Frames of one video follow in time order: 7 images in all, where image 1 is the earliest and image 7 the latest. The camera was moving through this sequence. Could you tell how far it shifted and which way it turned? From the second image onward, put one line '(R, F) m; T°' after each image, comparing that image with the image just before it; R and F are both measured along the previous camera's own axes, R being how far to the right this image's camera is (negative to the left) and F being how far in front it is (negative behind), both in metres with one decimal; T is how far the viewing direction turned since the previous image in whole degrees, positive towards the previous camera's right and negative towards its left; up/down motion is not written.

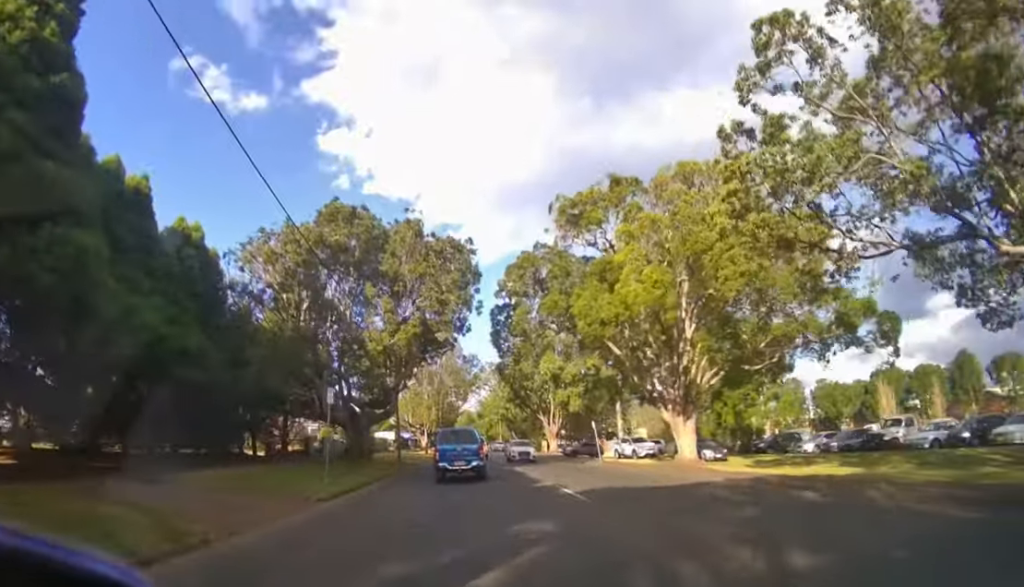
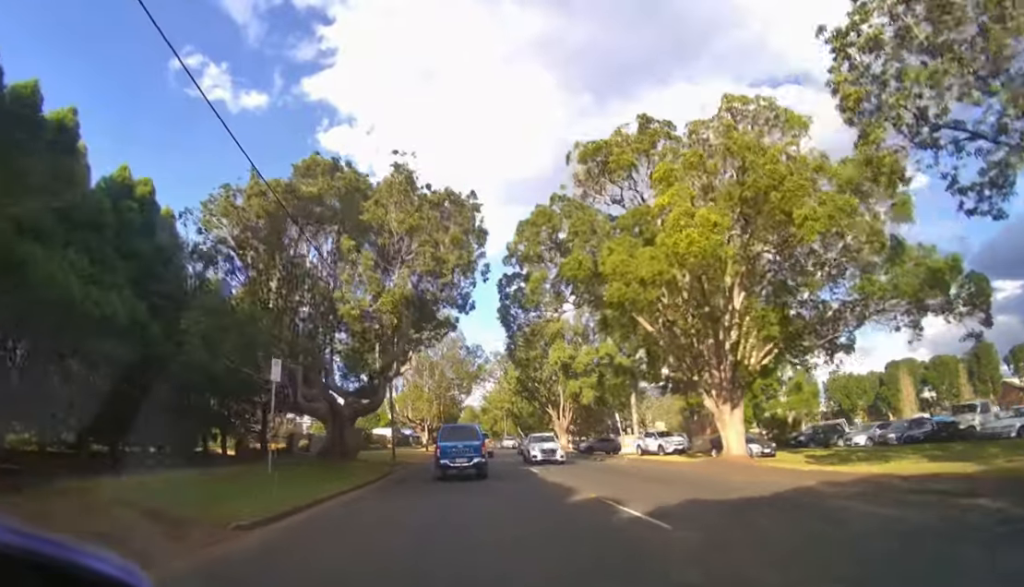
(0.0, +4.7) m; 0°
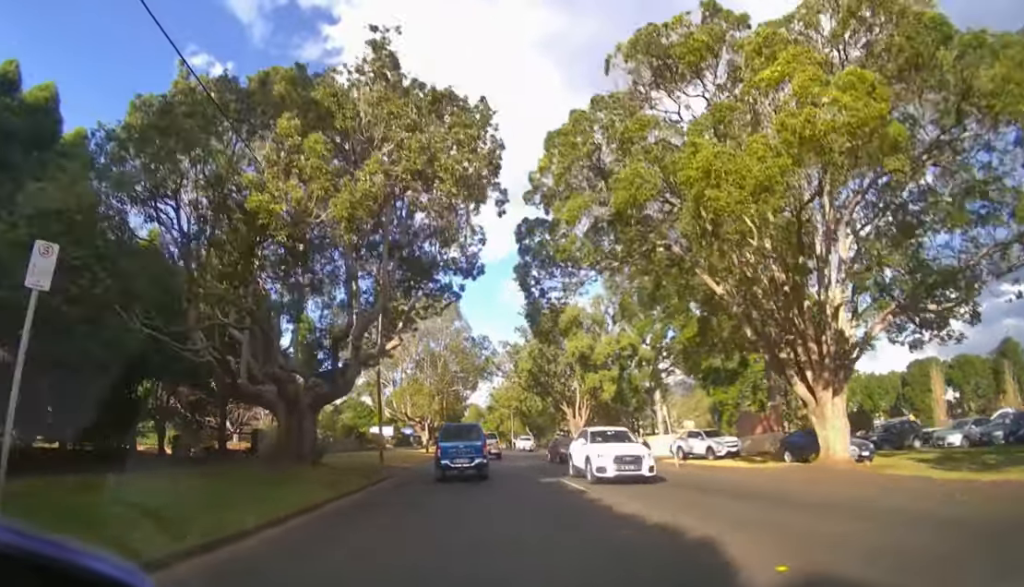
(0.0, +7.0) m; 0°
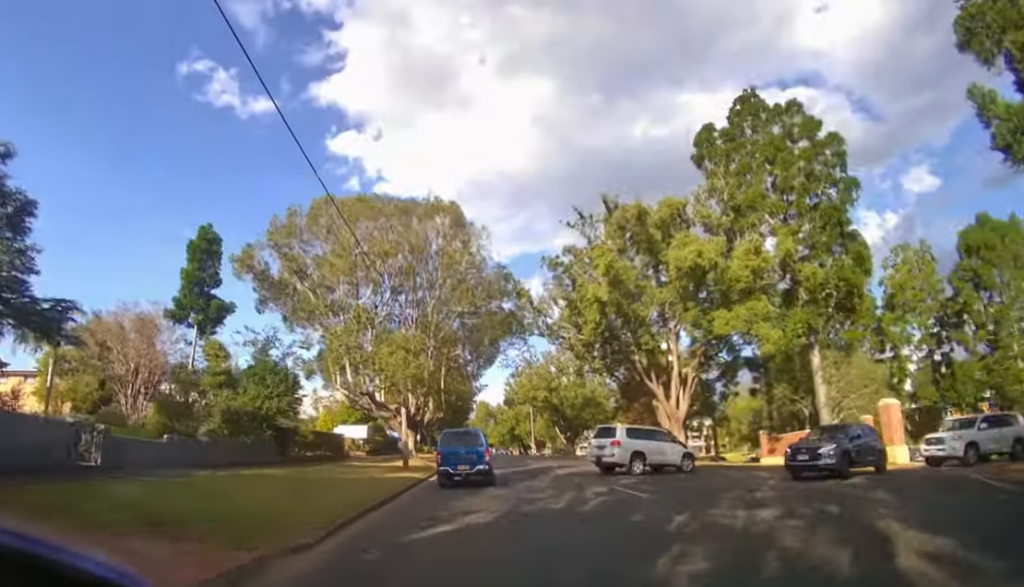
(-0.1, +28.1) m; +1°
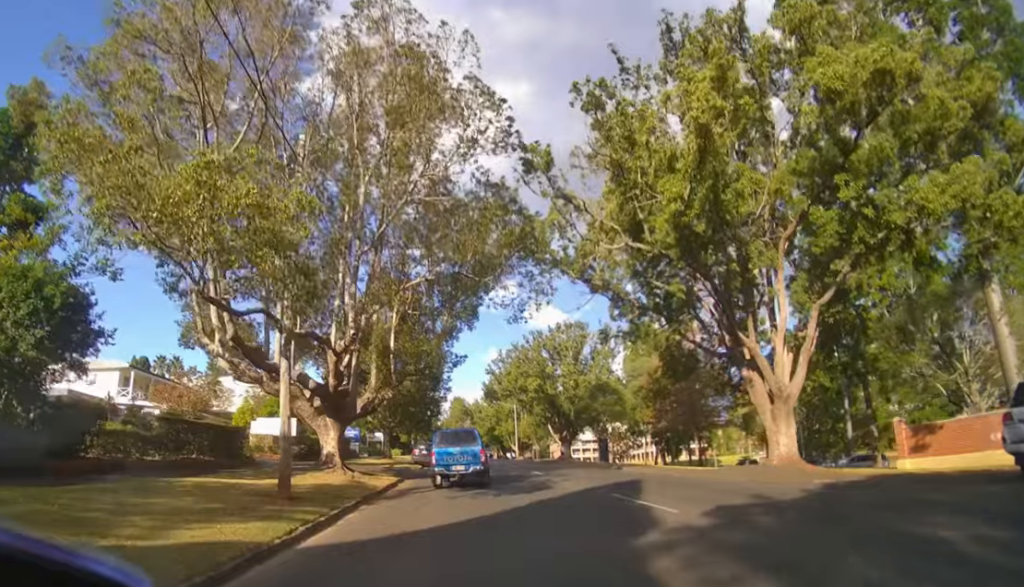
(+0.3, +15.6) m; +2°
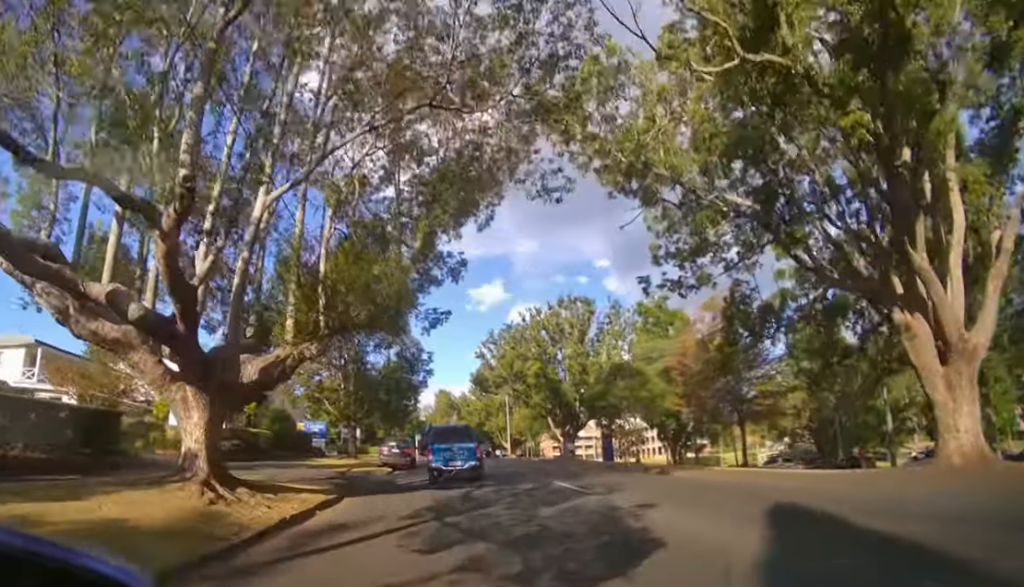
(+0.1, +8.4) m; +2°
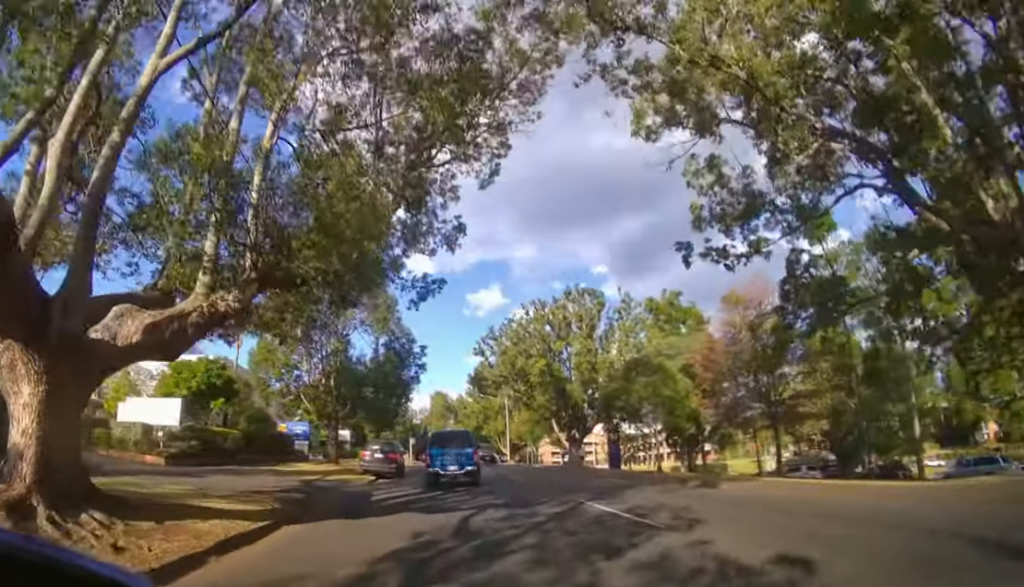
(0.0, +3.7) m; +1°
